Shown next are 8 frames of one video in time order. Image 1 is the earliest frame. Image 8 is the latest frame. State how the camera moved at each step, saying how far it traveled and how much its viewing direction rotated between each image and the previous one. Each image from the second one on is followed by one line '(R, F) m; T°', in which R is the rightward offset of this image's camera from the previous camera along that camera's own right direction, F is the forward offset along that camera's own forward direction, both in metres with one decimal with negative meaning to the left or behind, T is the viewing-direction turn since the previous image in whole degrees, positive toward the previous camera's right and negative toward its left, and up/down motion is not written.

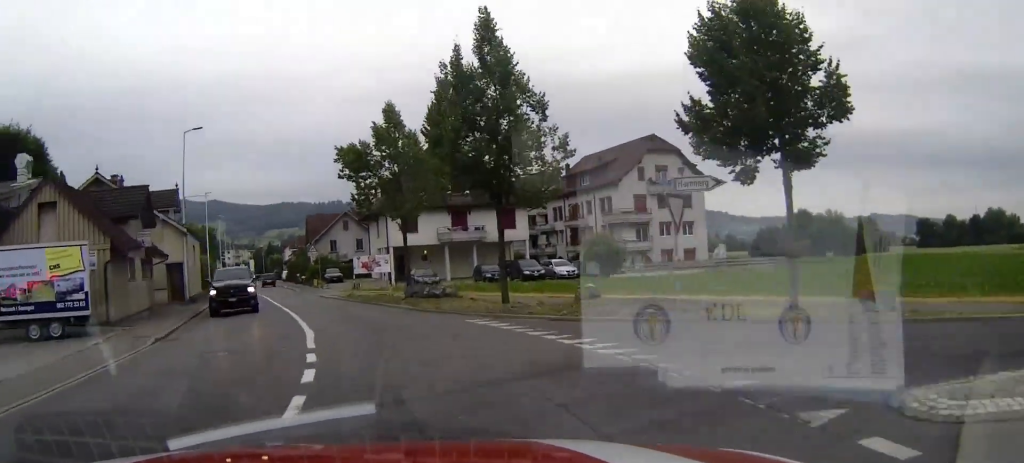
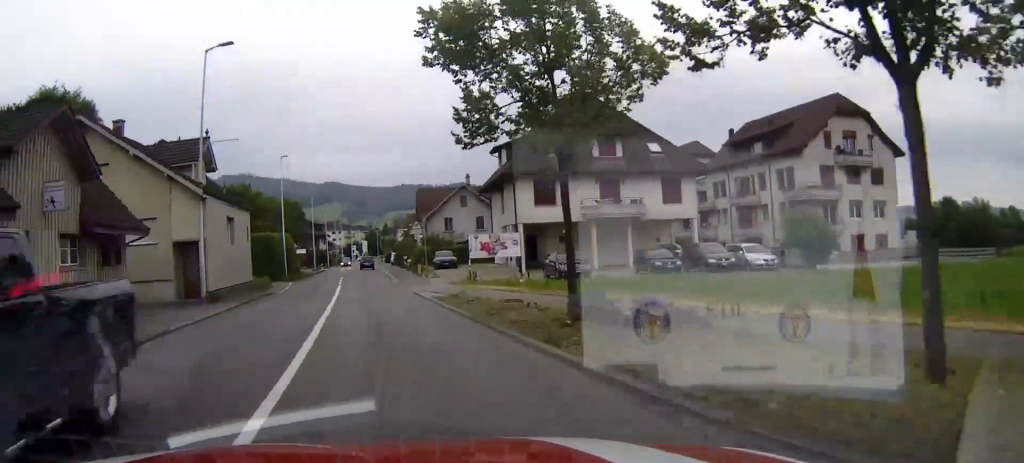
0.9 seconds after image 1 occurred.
(-1.1, +14.5) m; -8°
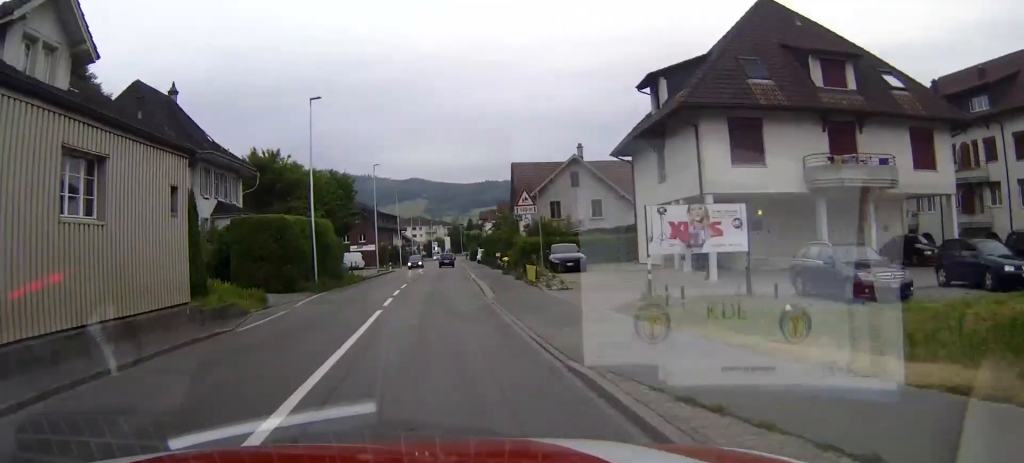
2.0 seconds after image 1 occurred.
(-1.6, +19.0) m; -6°
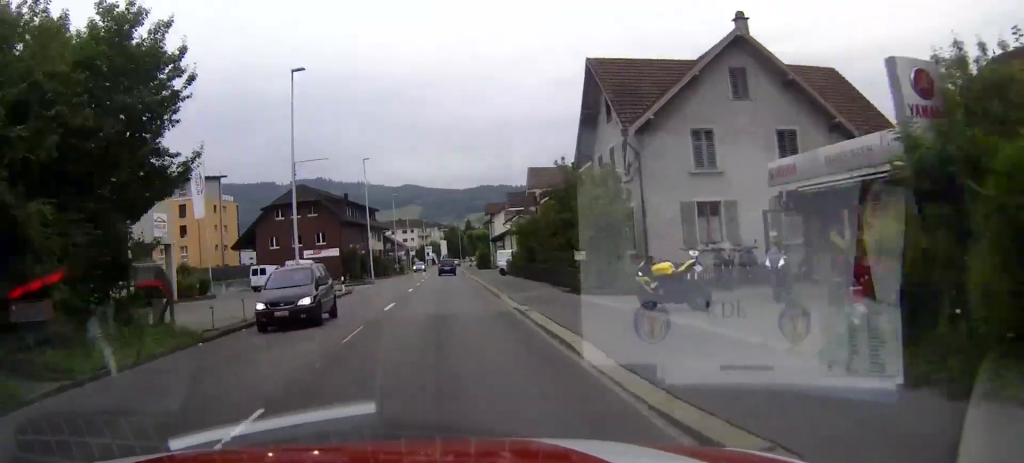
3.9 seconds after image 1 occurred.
(-1.7, +32.3) m; -5°
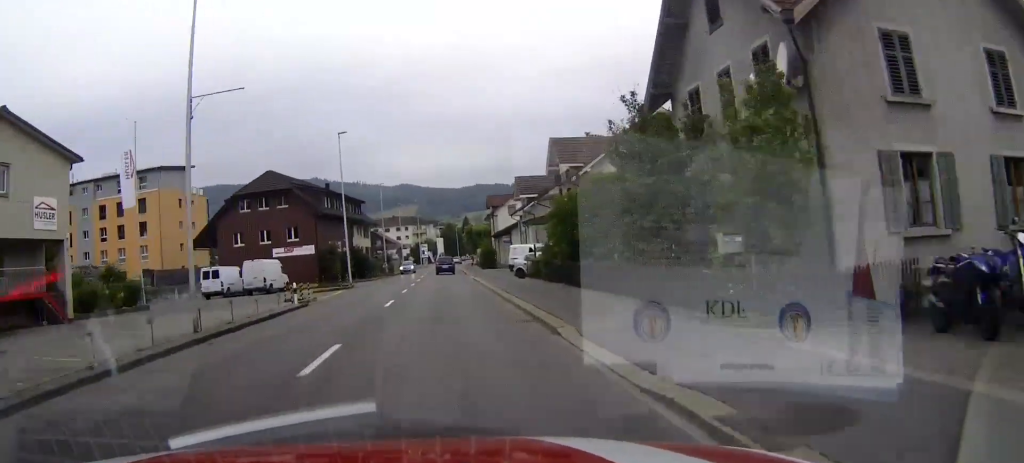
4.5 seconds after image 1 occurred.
(0.0, +11.6) m; -1°
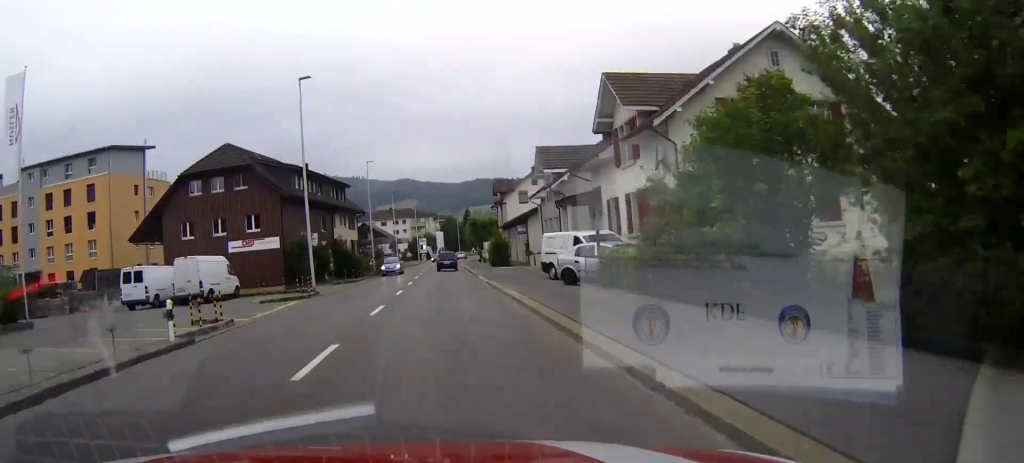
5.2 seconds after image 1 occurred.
(-0.2, +12.9) m; 0°
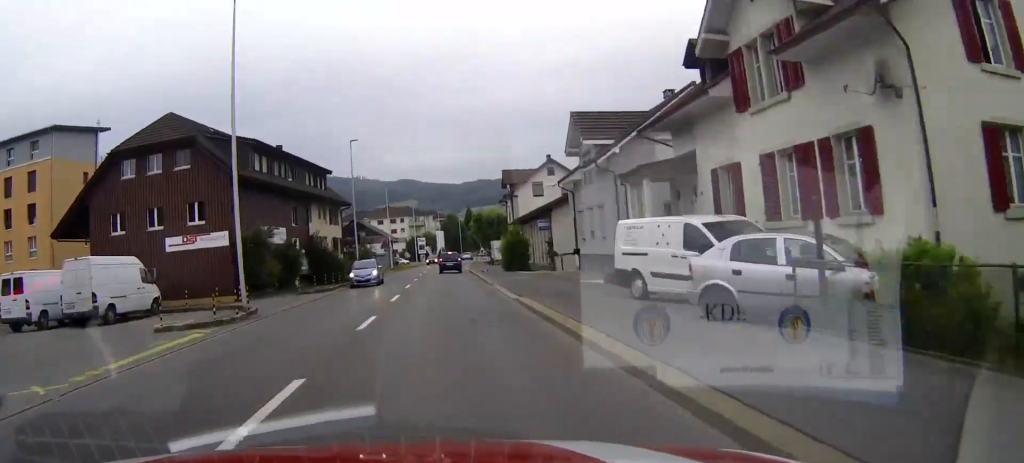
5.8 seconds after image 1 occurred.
(0.0, +12.1) m; 0°
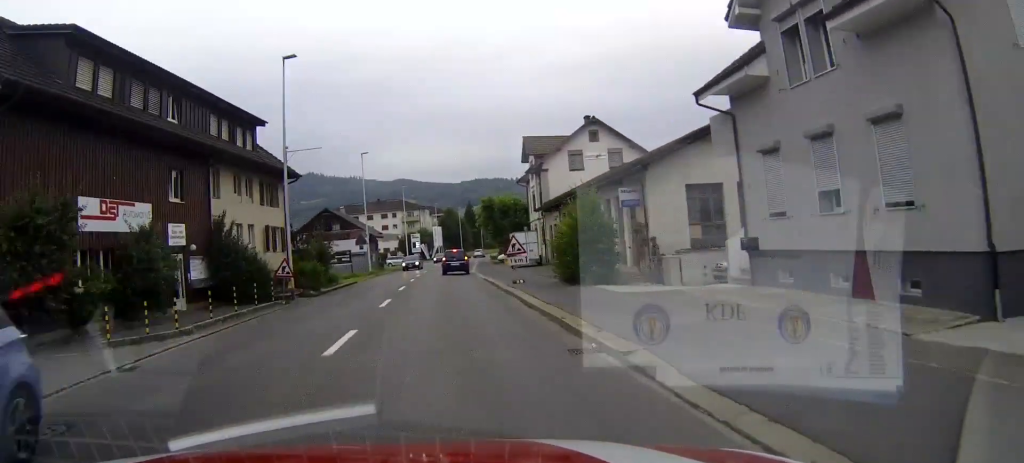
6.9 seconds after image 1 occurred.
(+0.2, +22.8) m; +1°
